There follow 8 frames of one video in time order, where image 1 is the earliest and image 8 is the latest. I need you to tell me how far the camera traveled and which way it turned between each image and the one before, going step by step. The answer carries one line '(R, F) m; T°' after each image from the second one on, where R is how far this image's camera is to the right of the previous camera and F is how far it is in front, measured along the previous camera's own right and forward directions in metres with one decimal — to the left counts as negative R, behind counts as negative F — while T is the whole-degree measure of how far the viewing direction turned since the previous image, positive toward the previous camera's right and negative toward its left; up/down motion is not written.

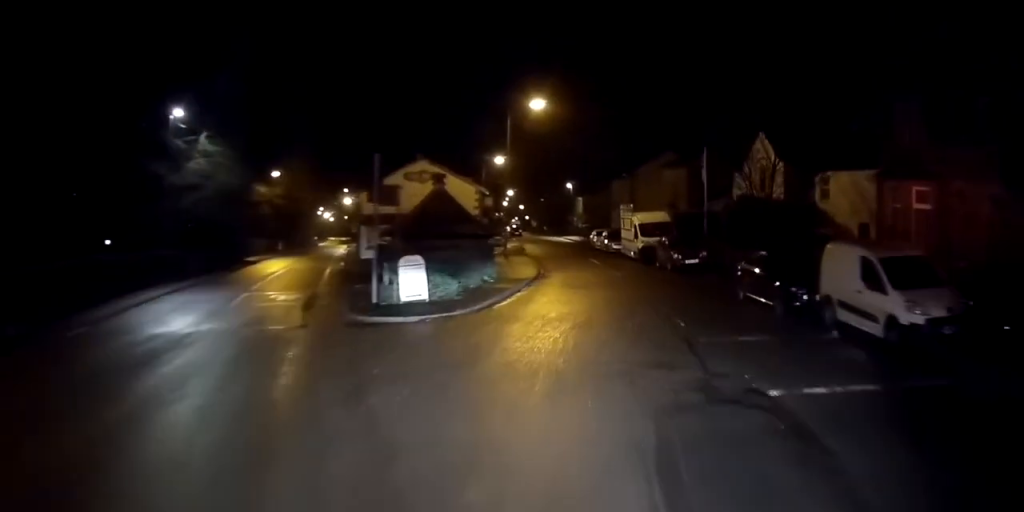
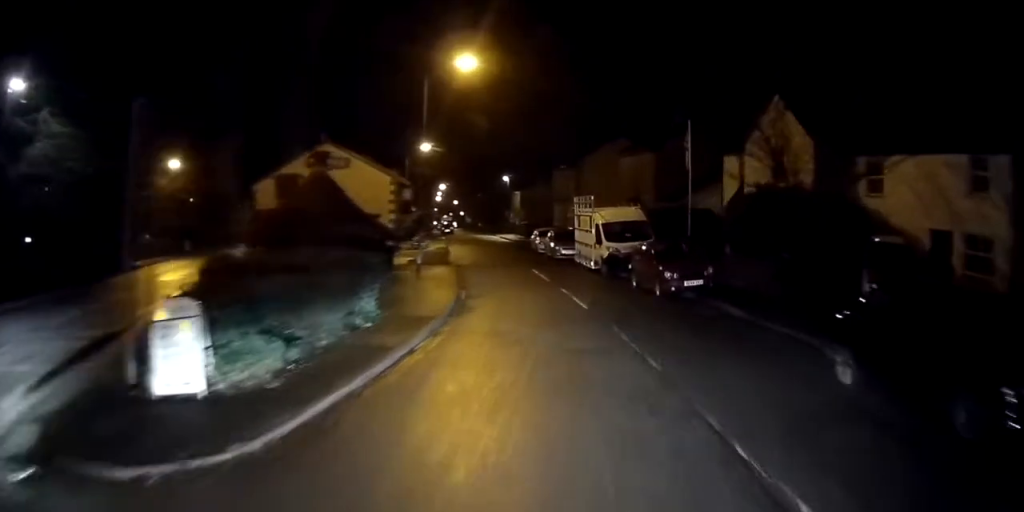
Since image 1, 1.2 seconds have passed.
(+0.8, +10.0) m; +7°
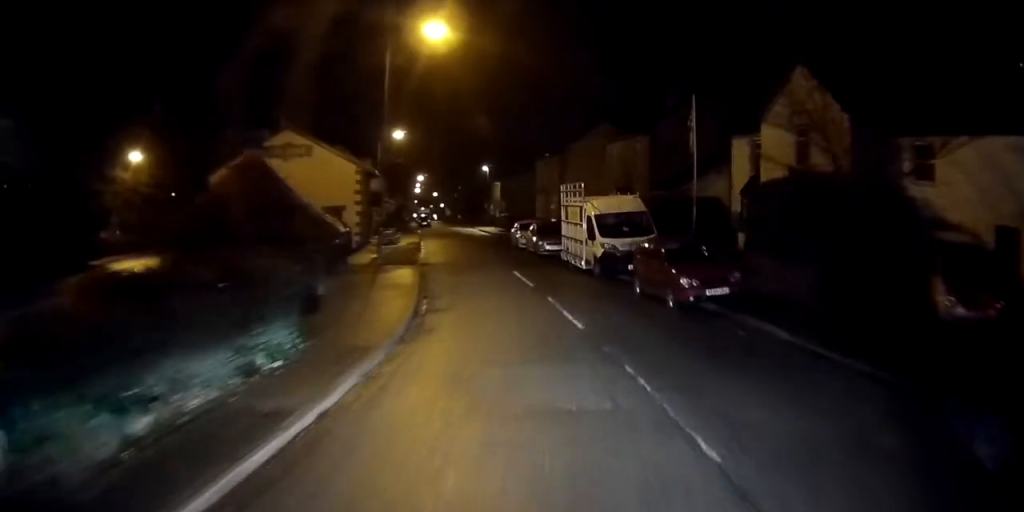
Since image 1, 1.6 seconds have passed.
(+0.3, +4.0) m; 0°
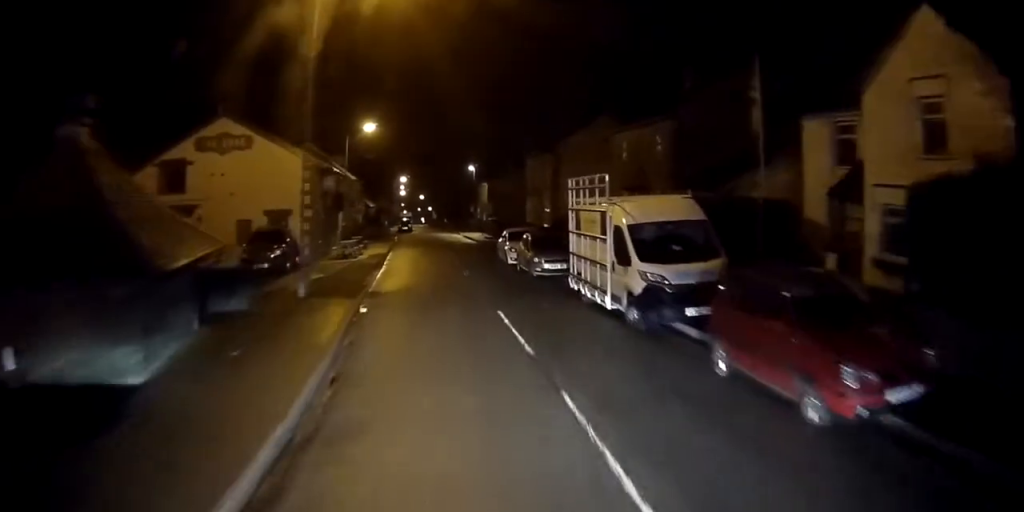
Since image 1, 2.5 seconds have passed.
(-0.1, +7.9) m; -4°
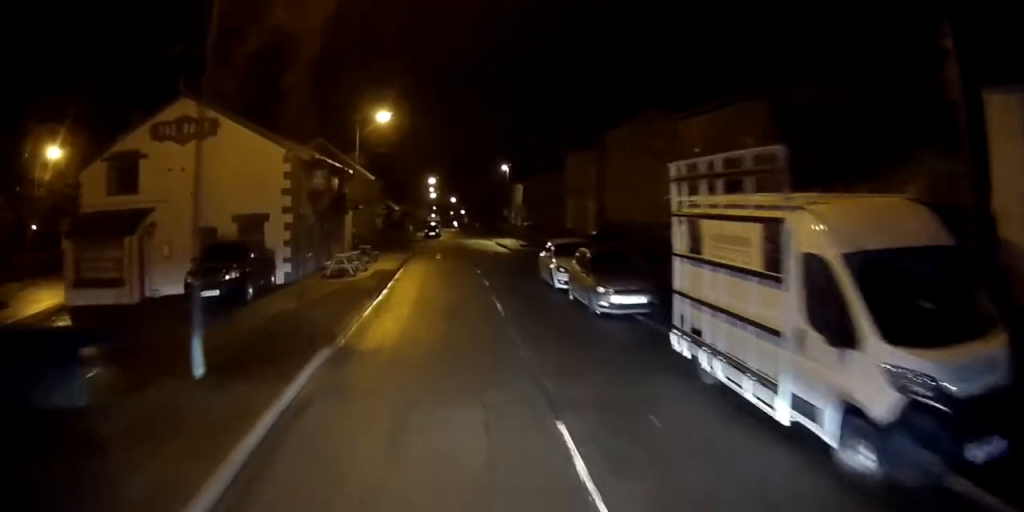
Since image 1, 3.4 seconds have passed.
(-0.4, +7.5) m; -5°
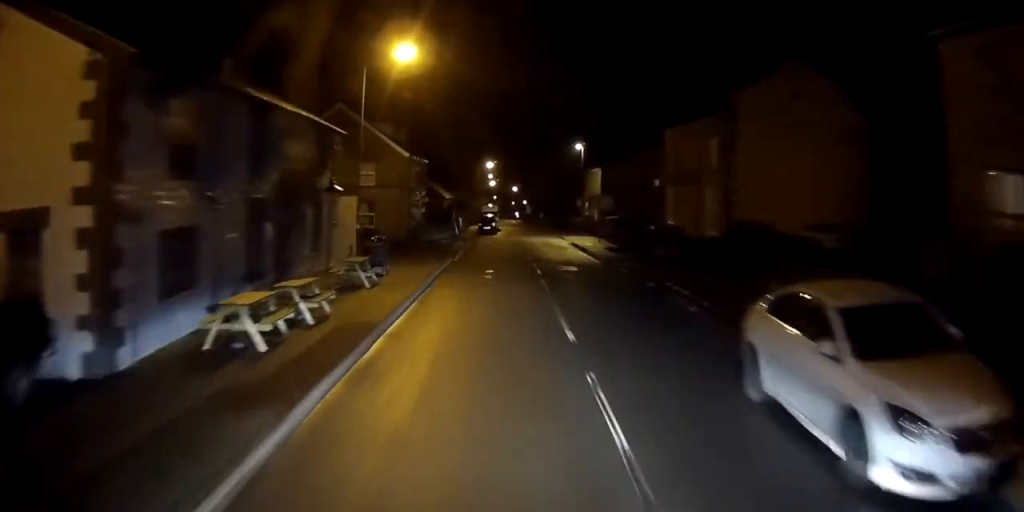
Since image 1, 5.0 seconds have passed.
(-0.5, +15.3) m; -2°
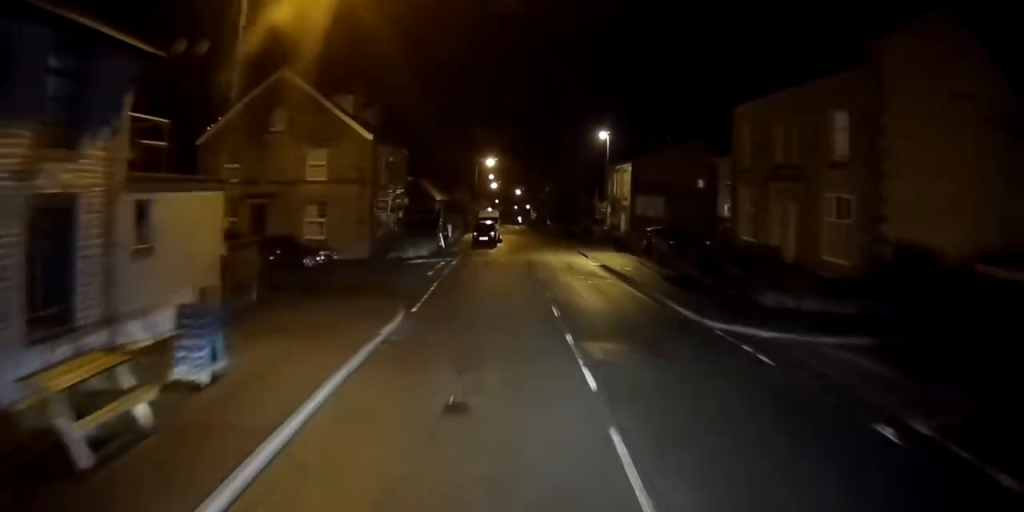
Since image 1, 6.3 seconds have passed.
(+0.1, +13.4) m; +1°
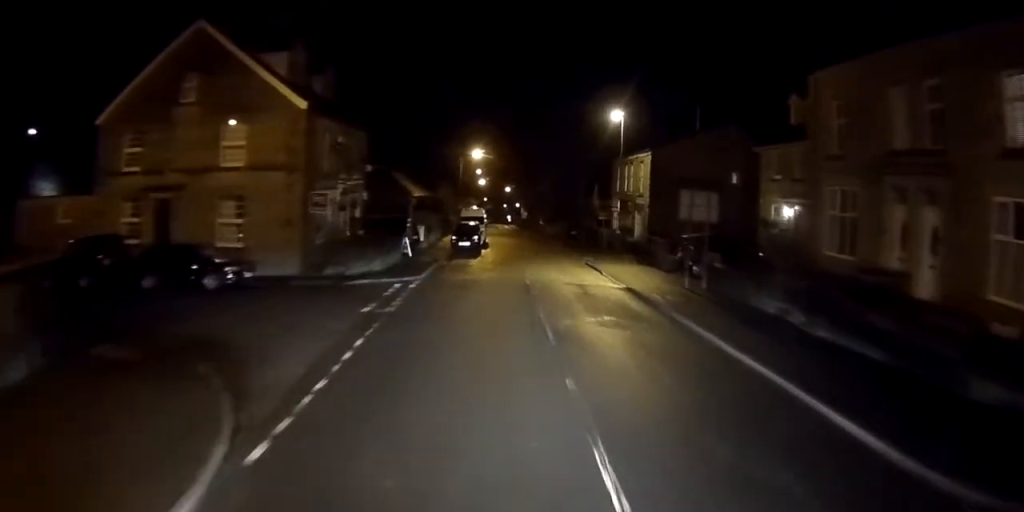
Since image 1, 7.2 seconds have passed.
(+0.1, +9.6) m; +1°
